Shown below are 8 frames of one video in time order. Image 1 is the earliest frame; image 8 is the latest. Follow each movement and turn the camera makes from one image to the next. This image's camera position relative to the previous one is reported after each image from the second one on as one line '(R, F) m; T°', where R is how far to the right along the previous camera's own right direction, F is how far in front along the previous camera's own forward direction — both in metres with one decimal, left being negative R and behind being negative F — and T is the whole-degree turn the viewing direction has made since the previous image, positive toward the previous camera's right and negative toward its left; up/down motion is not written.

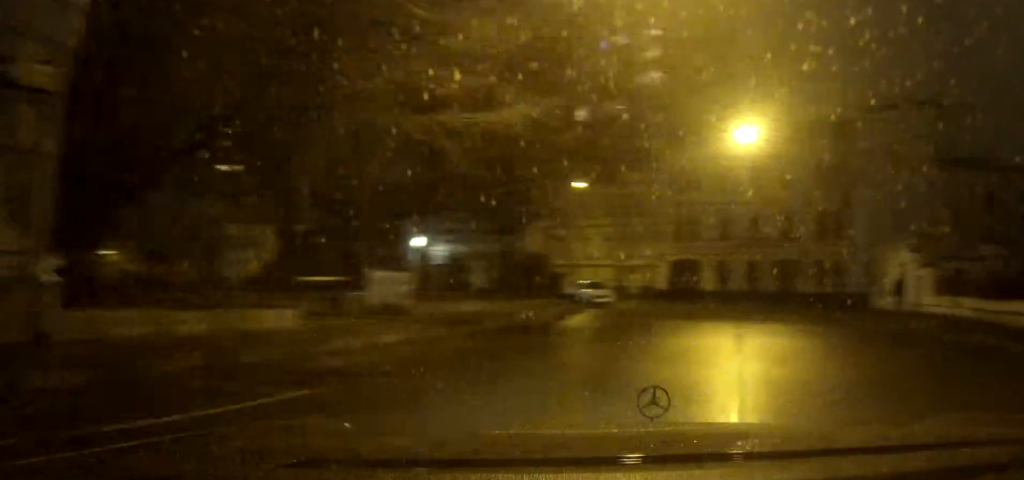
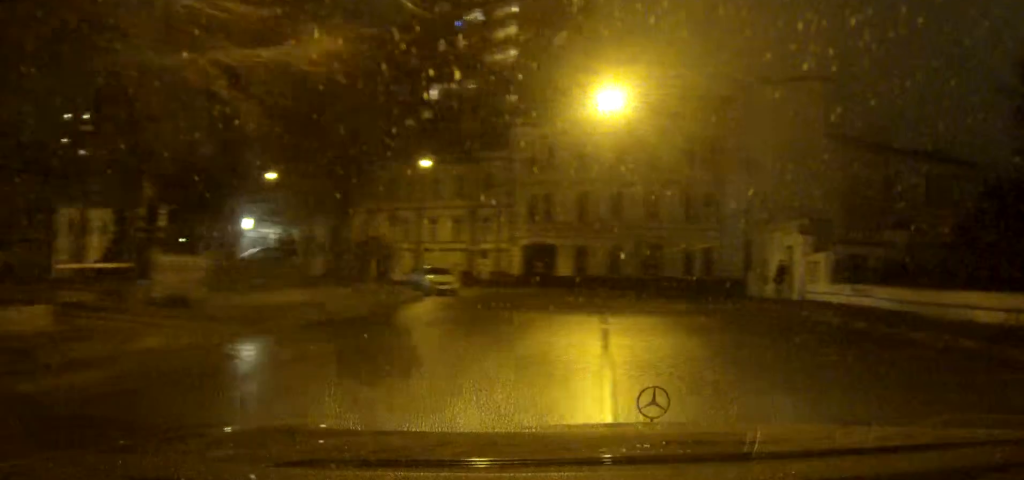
(+0.4, +3.3) m; +9°
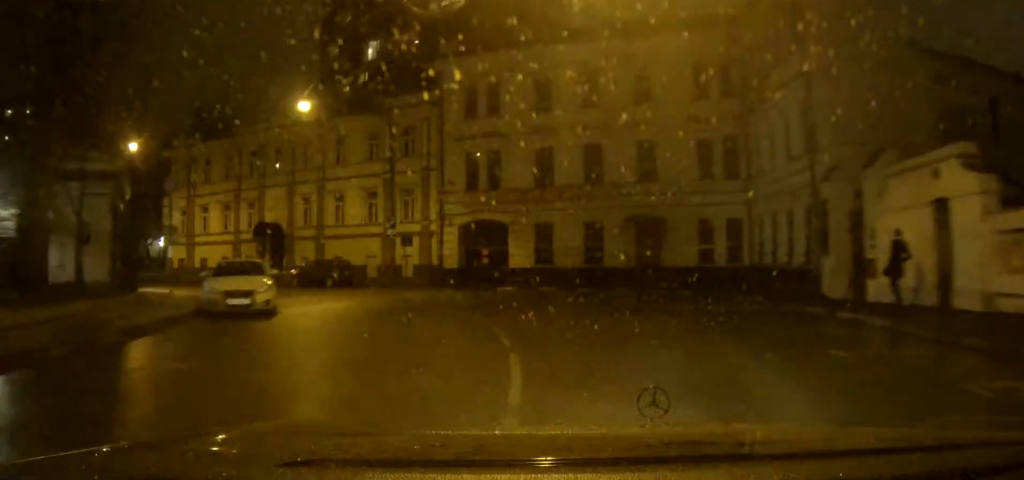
(+1.6, +15.5) m; +3°
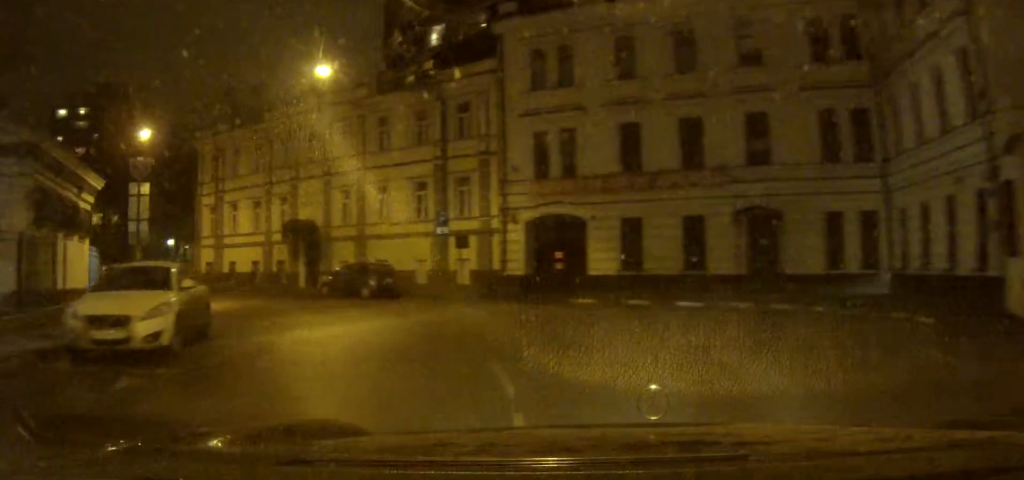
(-0.3, +7.1) m; -7°
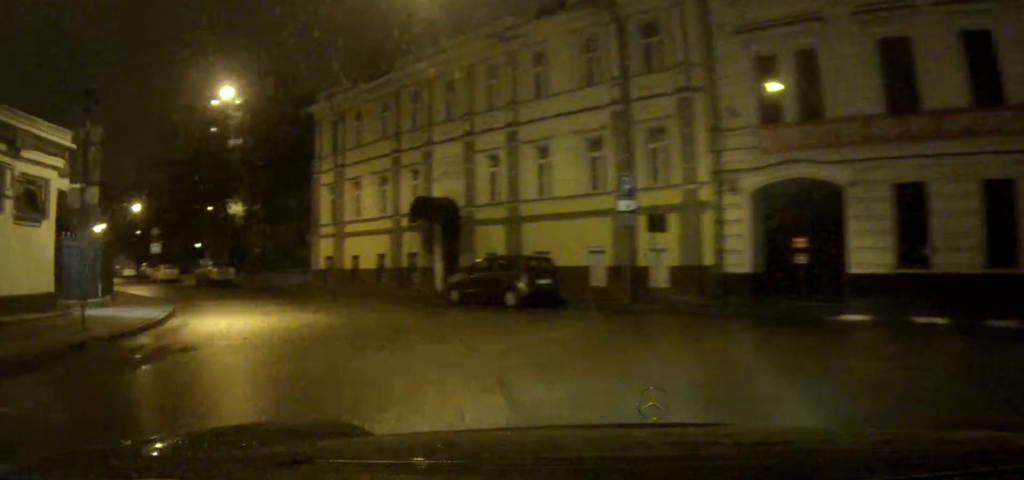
(-1.1, +9.9) m; -15°
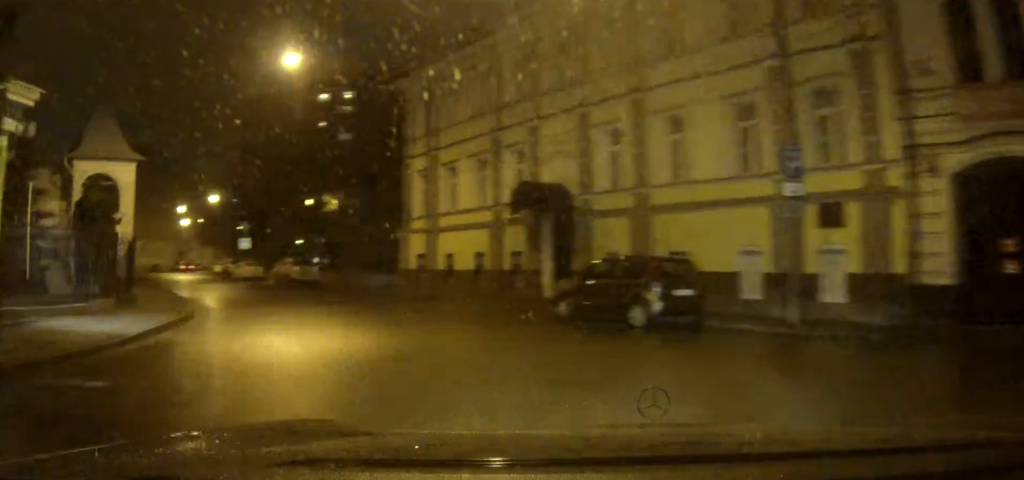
(-0.3, +5.3) m; -10°
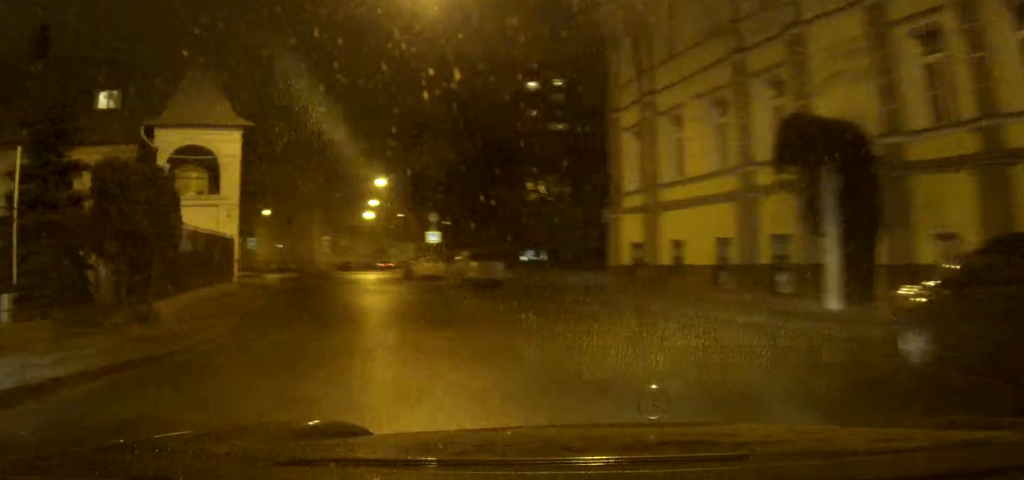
(-1.3, +8.9) m; -18°
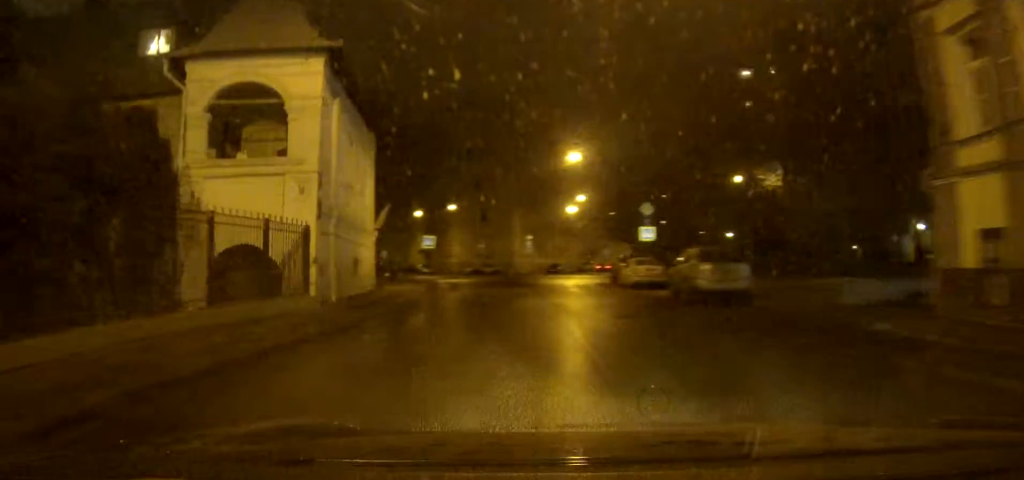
(-1.8, +9.7) m; -18°
